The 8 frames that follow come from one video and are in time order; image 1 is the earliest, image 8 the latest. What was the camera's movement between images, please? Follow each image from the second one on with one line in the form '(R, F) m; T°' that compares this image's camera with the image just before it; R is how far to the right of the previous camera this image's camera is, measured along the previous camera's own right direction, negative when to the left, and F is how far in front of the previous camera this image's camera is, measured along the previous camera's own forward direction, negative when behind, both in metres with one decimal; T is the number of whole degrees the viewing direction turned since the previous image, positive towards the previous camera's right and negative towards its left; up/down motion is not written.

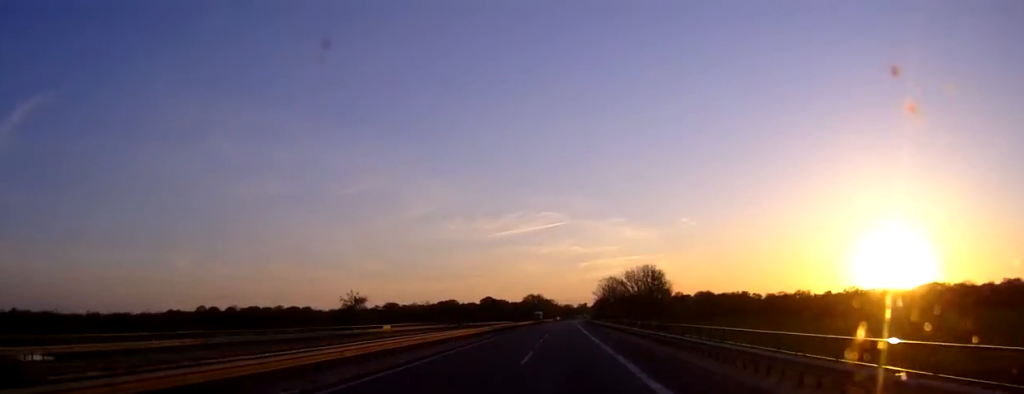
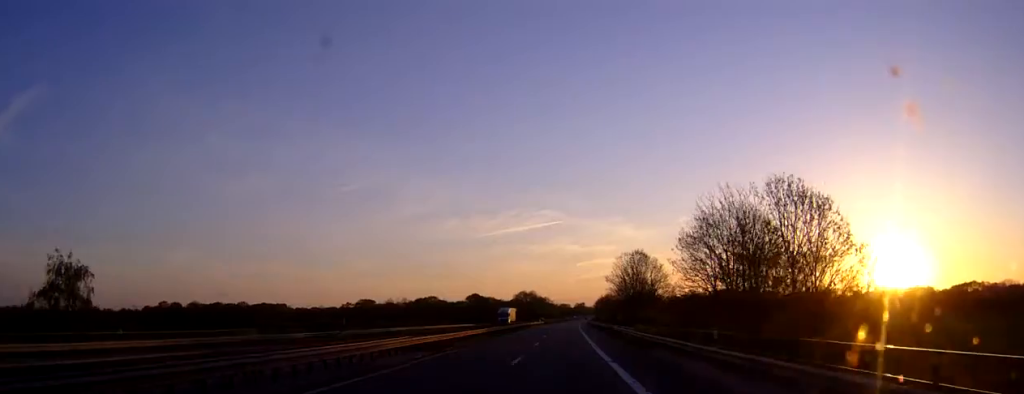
(+0.1, +70.3) m; 0°
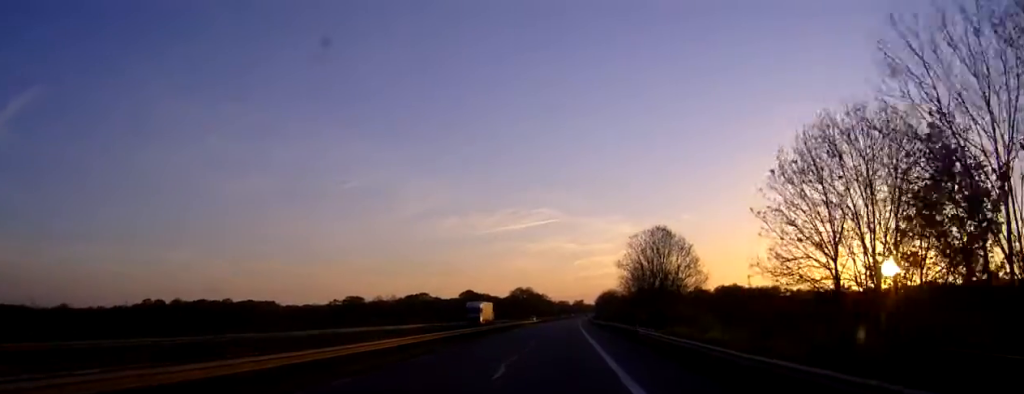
(0.0, +26.5) m; 0°
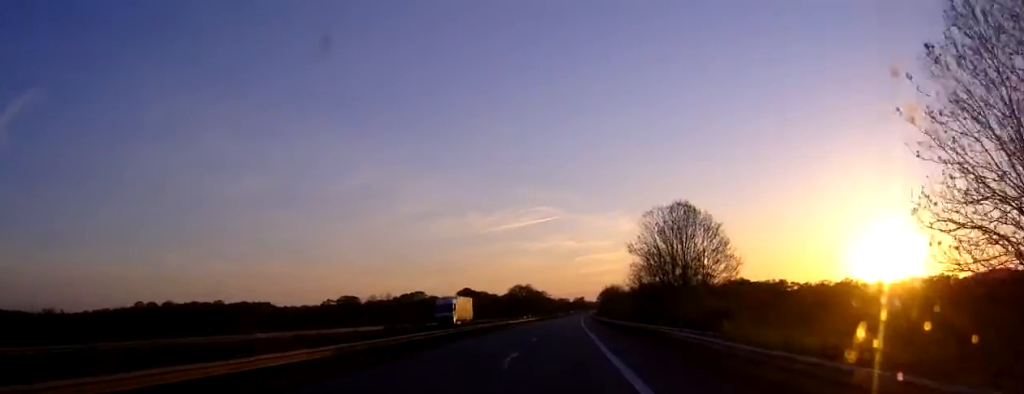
(0.0, +15.2) m; 0°
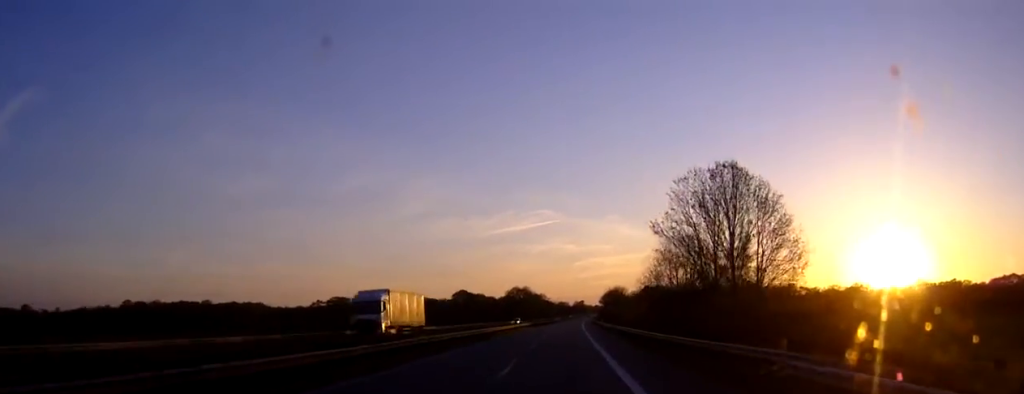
(0.0, +18.9) m; 0°
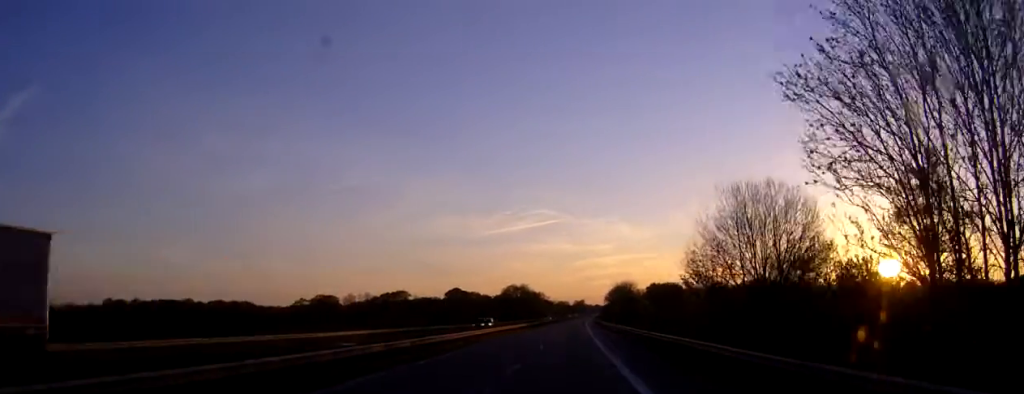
(+0.1, +30.2) m; 0°
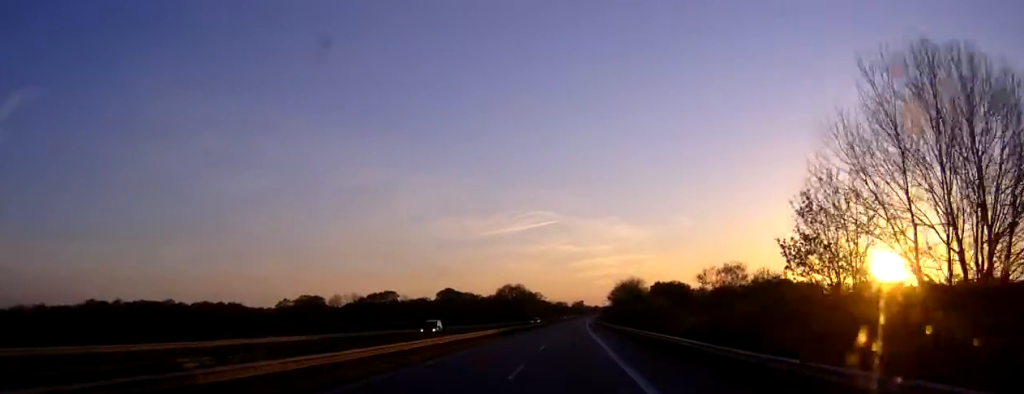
(+0.1, +23.6) m; 0°
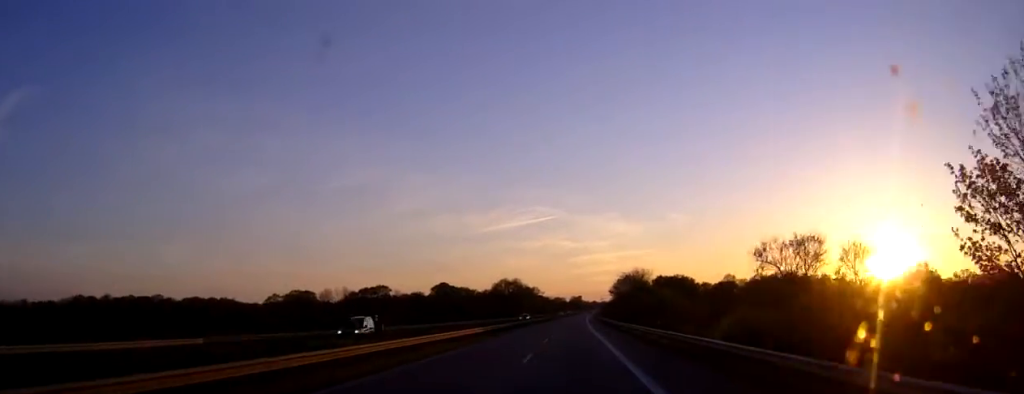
(0.0, +13.3) m; 0°
